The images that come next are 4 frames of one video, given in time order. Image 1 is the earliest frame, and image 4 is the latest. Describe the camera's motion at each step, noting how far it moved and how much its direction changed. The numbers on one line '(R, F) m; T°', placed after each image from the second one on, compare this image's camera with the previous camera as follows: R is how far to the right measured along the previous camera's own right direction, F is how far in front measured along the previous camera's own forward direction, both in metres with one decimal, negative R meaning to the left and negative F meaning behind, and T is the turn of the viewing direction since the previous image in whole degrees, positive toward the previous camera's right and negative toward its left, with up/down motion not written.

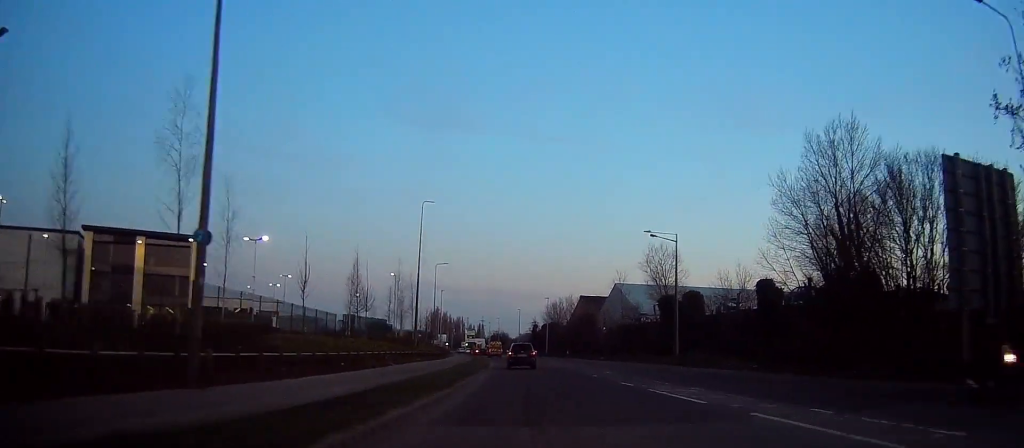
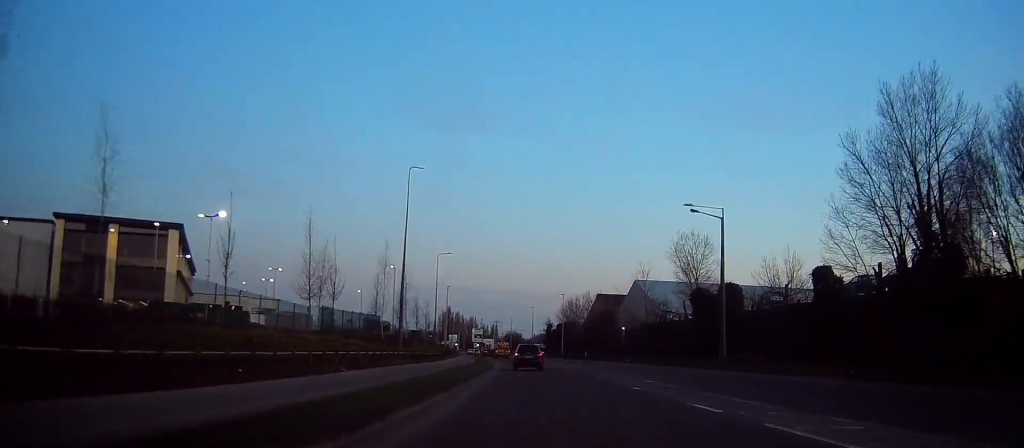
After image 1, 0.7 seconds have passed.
(-0.1, +10.0) m; -1°
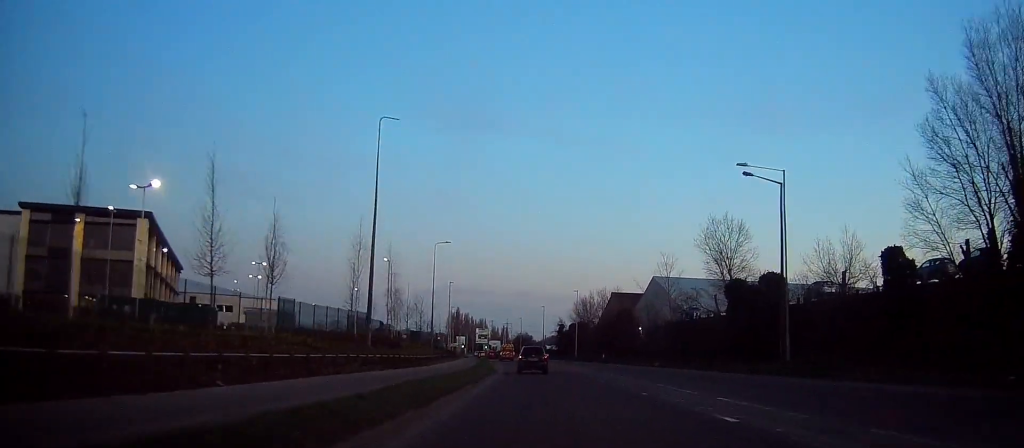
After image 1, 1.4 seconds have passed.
(0.0, +9.6) m; -1°
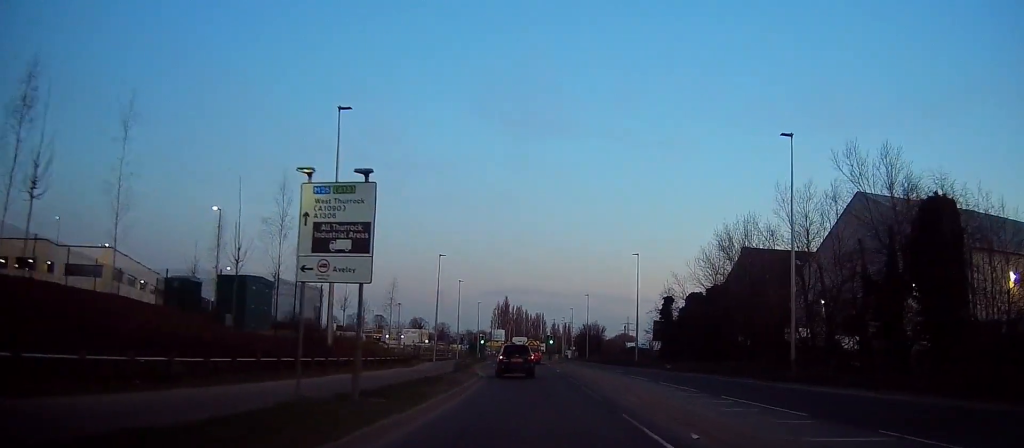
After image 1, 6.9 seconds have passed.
(-4.2, +73.0) m; -6°
